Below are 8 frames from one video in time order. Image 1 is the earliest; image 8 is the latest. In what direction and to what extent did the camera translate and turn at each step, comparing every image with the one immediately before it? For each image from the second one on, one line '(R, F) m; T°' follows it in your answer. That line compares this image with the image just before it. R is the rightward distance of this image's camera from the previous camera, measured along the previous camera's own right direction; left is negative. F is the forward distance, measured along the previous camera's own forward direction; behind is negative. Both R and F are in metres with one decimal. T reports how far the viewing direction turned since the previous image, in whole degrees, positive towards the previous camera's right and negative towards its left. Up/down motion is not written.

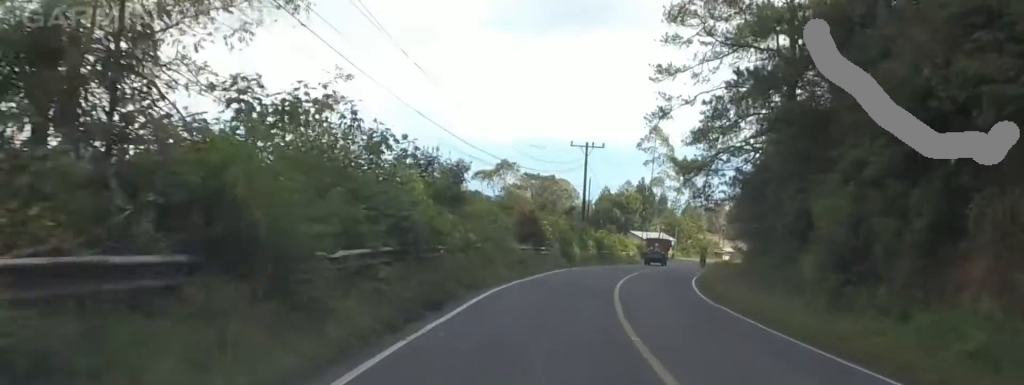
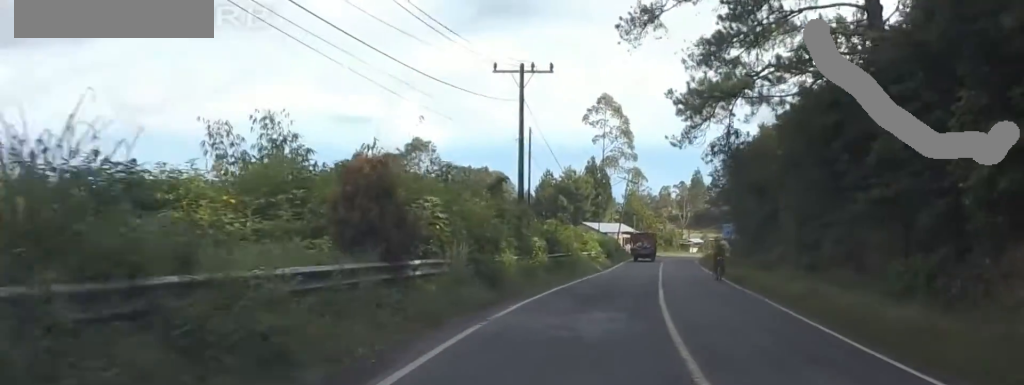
(+2.1, +28.3) m; +4°
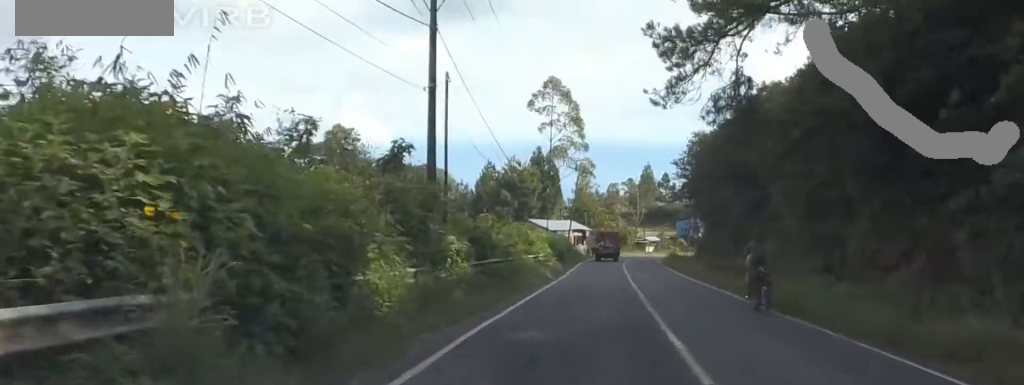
(+0.3, +12.2) m; +2°
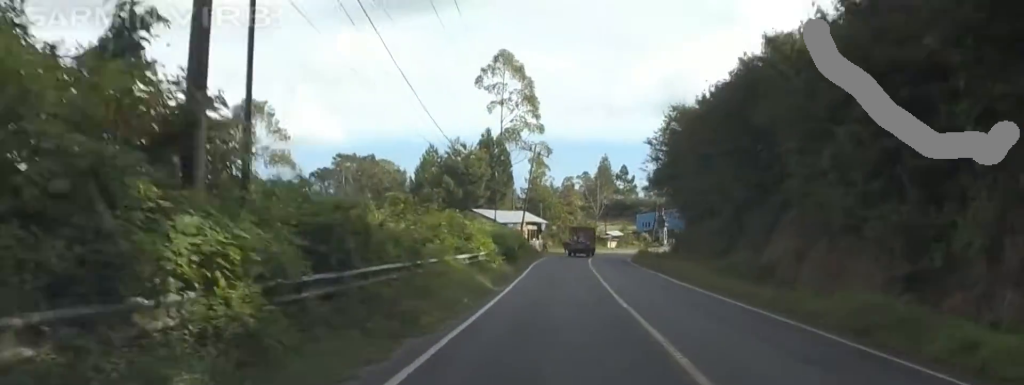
(+0.3, +13.4) m; +1°
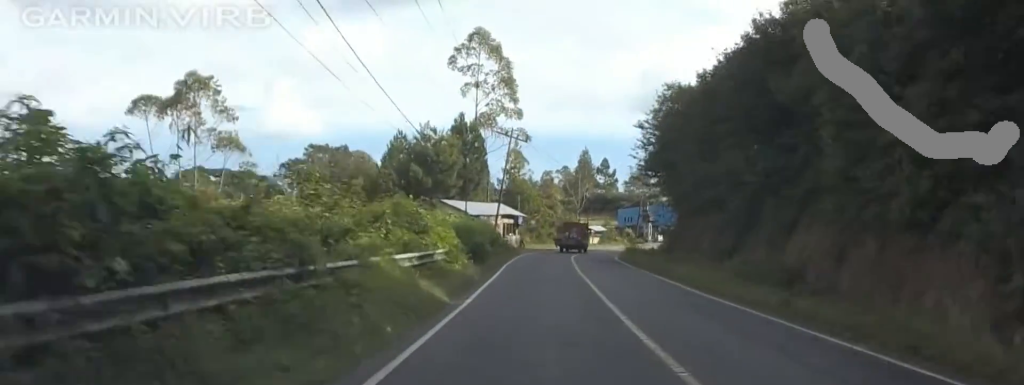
(0.0, +7.6) m; 0°
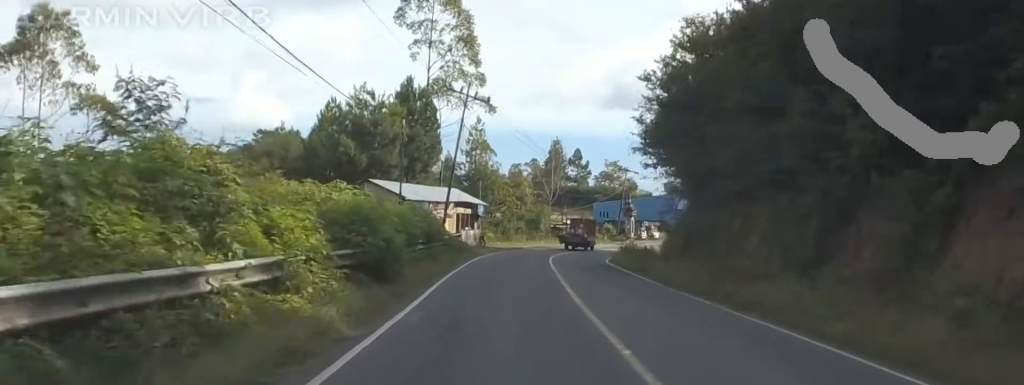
(0.0, +17.1) m; 0°
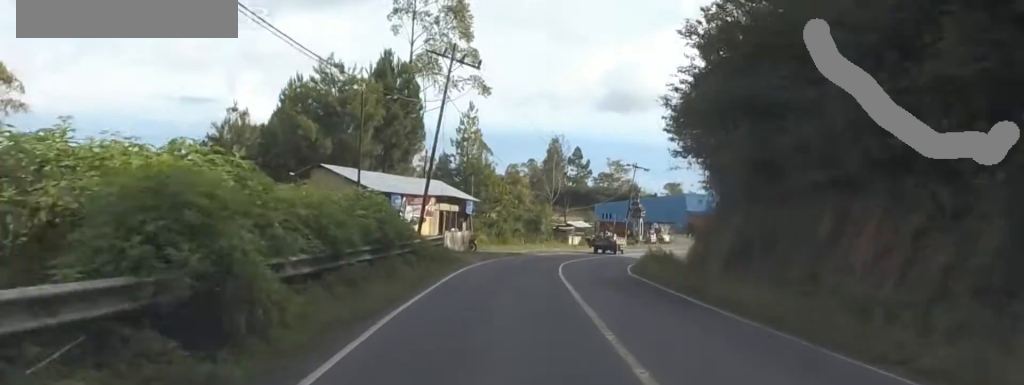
(+0.1, +10.8) m; +3°
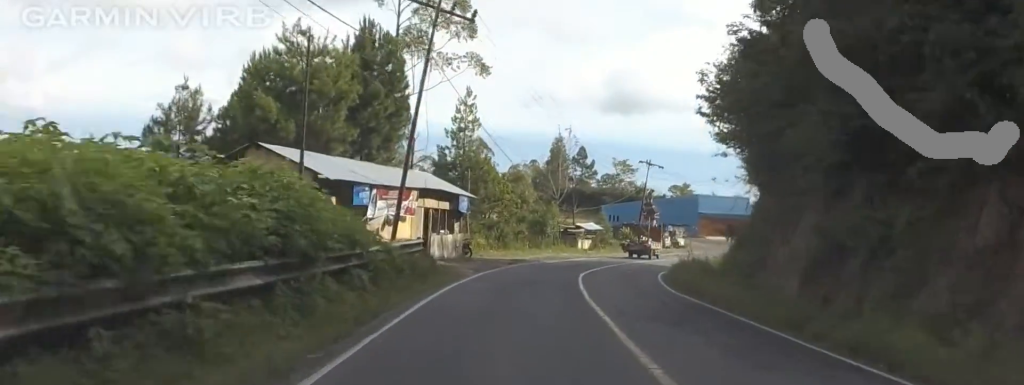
(+0.1, +9.0) m; +1°
